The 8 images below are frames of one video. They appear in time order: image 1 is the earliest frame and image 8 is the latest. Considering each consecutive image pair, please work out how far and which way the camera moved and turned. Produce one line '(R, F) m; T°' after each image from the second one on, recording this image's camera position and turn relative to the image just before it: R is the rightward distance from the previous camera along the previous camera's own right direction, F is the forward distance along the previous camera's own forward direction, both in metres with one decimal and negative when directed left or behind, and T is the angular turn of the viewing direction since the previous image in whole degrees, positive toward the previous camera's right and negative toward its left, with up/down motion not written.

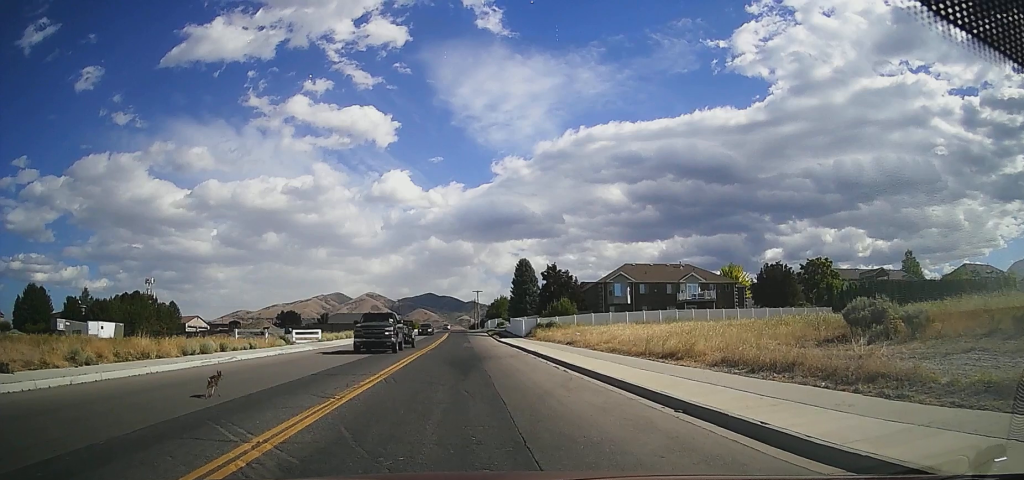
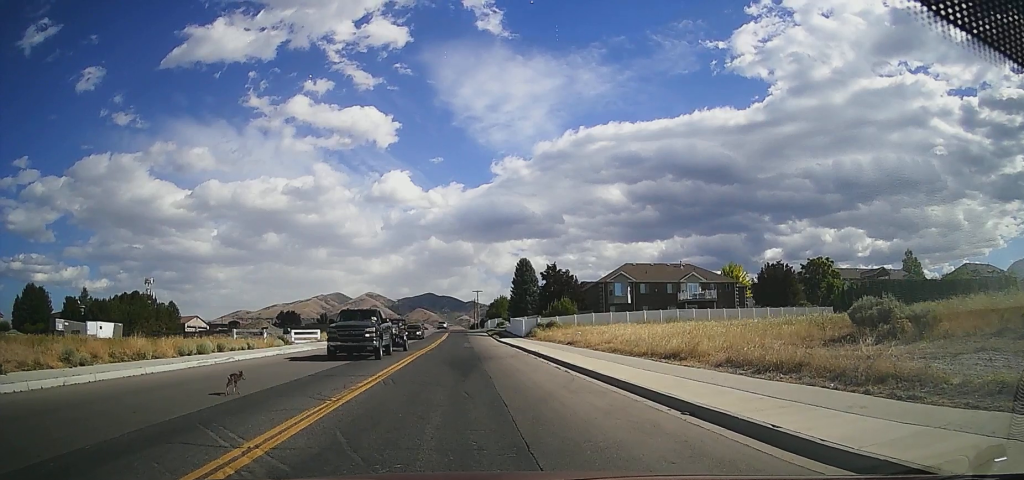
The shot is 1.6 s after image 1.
(0.0, +0.4) m; 0°
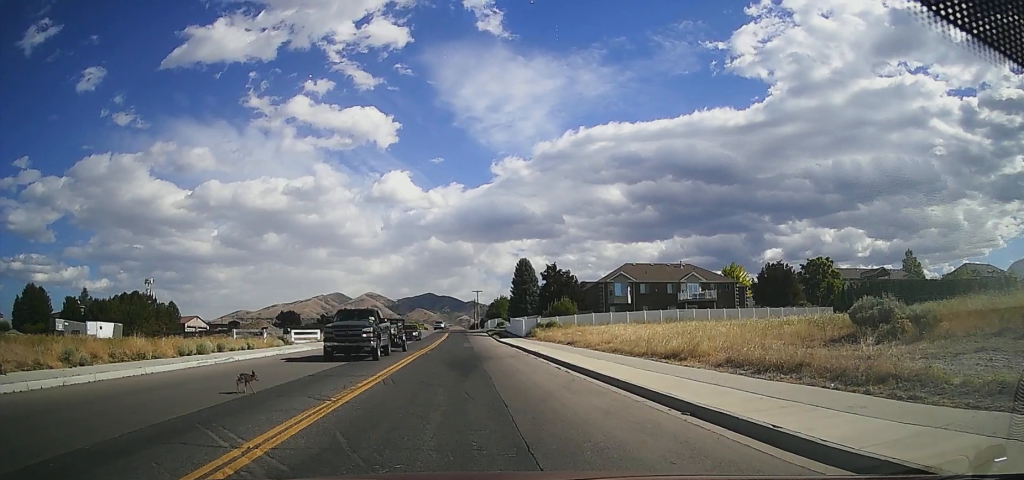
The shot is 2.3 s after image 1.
(0.0, 0.0) m; 0°
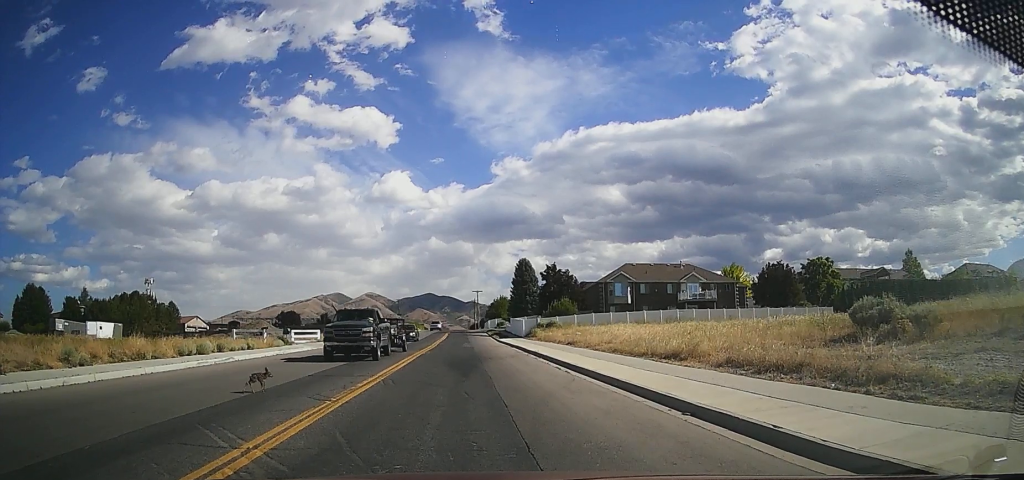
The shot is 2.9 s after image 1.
(0.0, 0.0) m; 0°
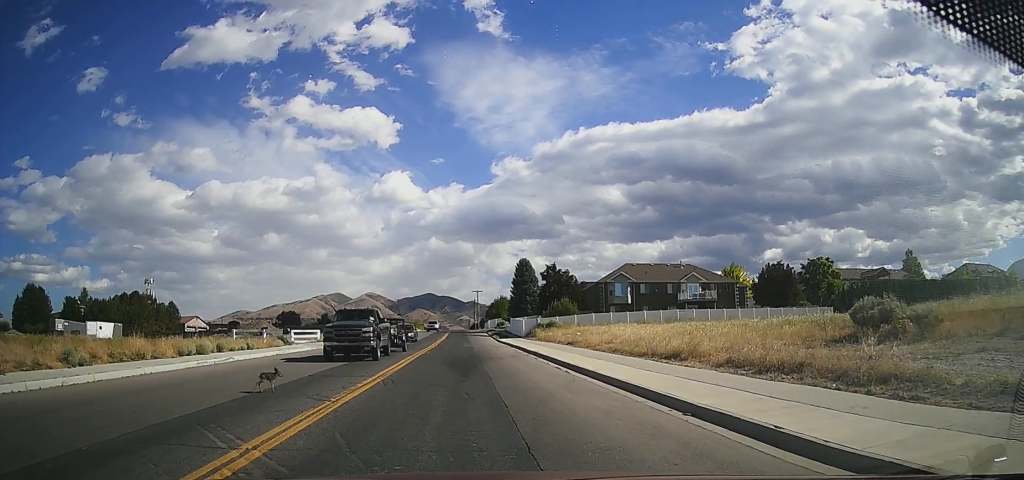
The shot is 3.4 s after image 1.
(0.0, 0.0) m; 0°
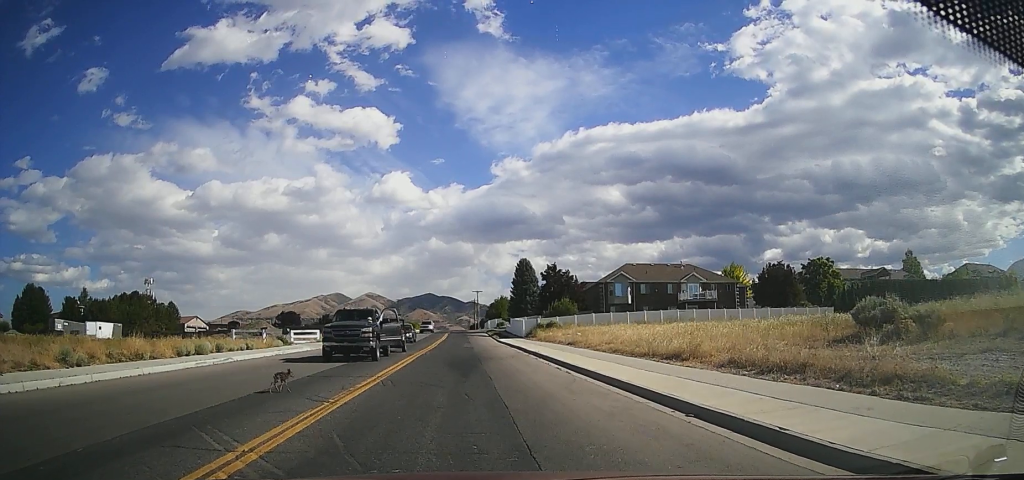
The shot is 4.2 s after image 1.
(0.0, 0.0) m; 0°
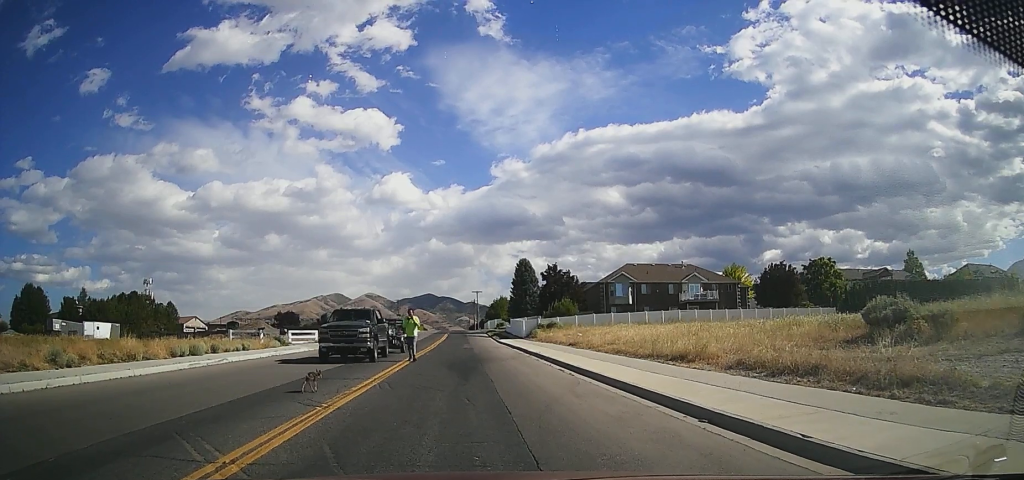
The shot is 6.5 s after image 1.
(0.0, +0.8) m; 0°
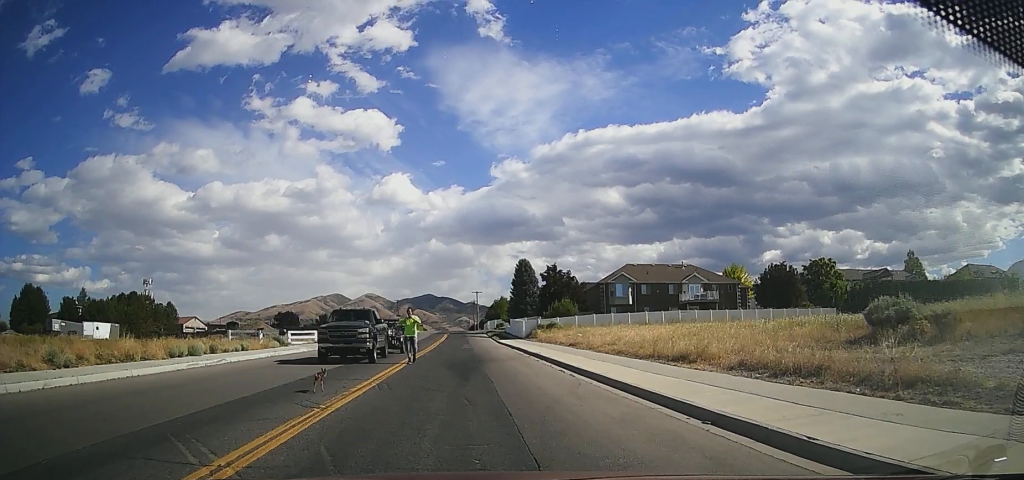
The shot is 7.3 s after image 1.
(0.0, +0.2) m; 0°
